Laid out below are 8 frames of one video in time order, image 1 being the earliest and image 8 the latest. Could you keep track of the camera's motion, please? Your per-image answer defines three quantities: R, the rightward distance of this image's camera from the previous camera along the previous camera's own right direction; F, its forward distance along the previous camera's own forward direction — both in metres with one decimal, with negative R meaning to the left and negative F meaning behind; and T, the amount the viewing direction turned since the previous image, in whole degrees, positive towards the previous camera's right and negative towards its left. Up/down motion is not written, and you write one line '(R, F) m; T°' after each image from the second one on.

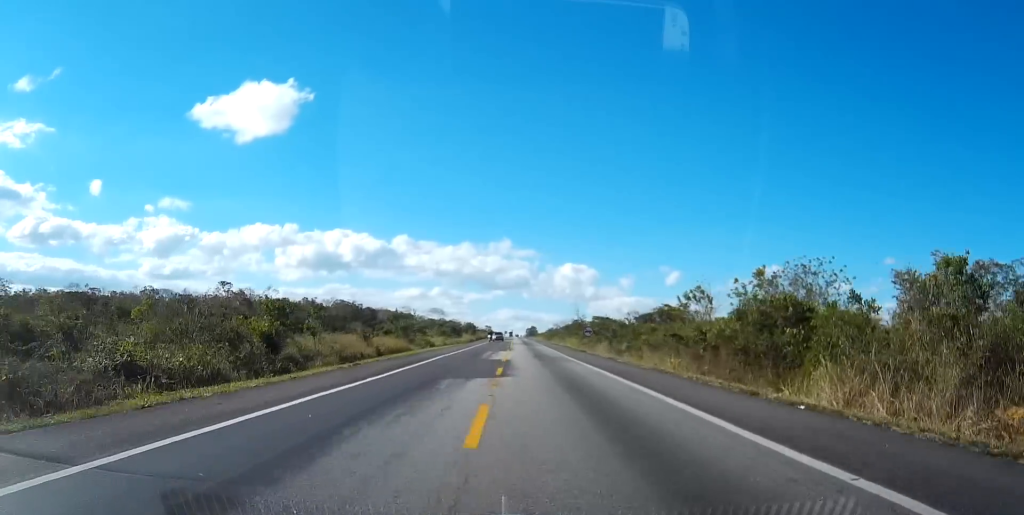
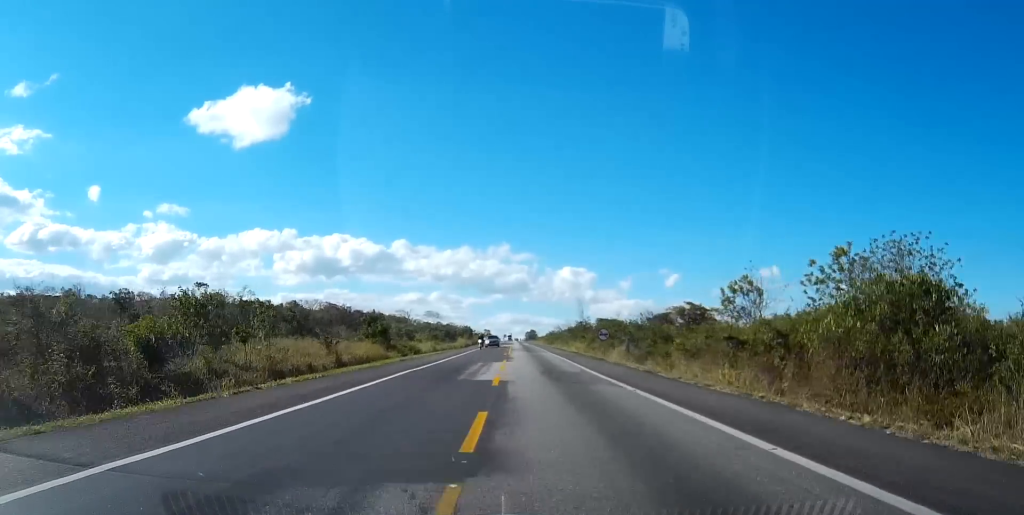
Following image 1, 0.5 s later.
(0.0, +13.4) m; 0°
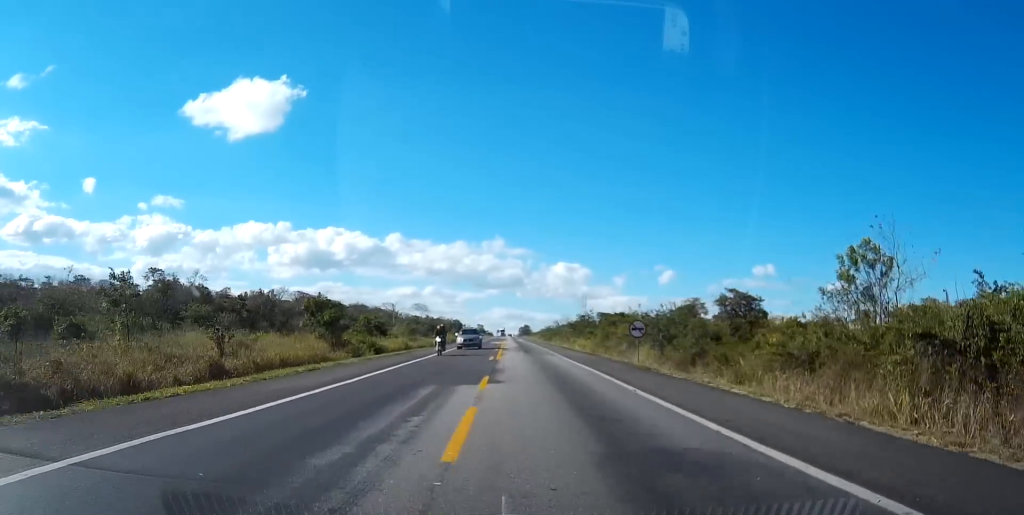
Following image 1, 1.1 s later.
(0.0, +19.3) m; 0°
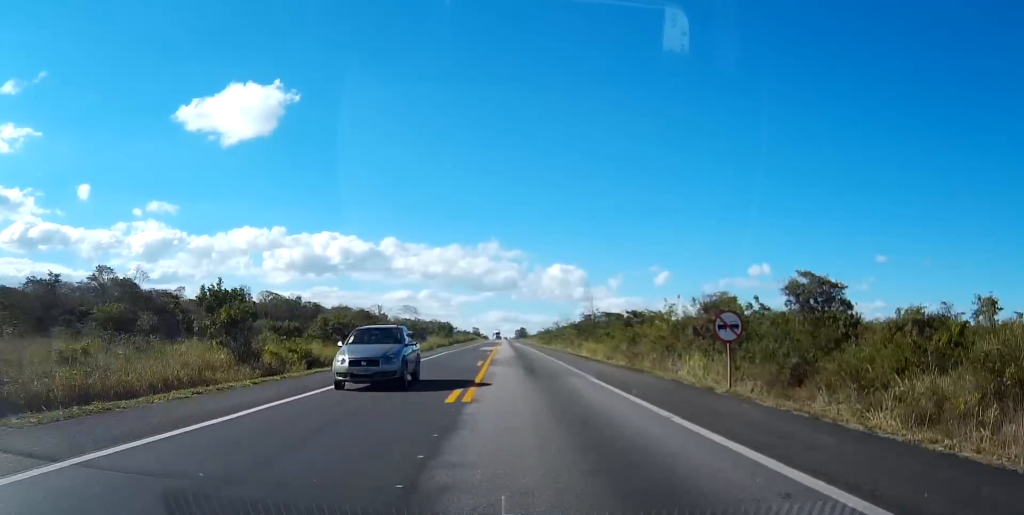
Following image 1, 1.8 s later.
(0.0, +18.8) m; 0°
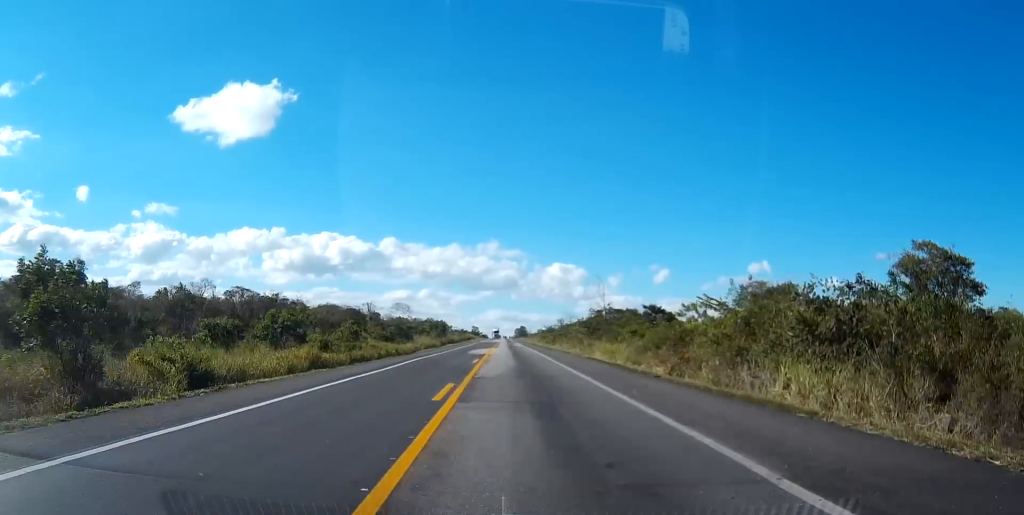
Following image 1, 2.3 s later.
(0.0, +15.9) m; 0°
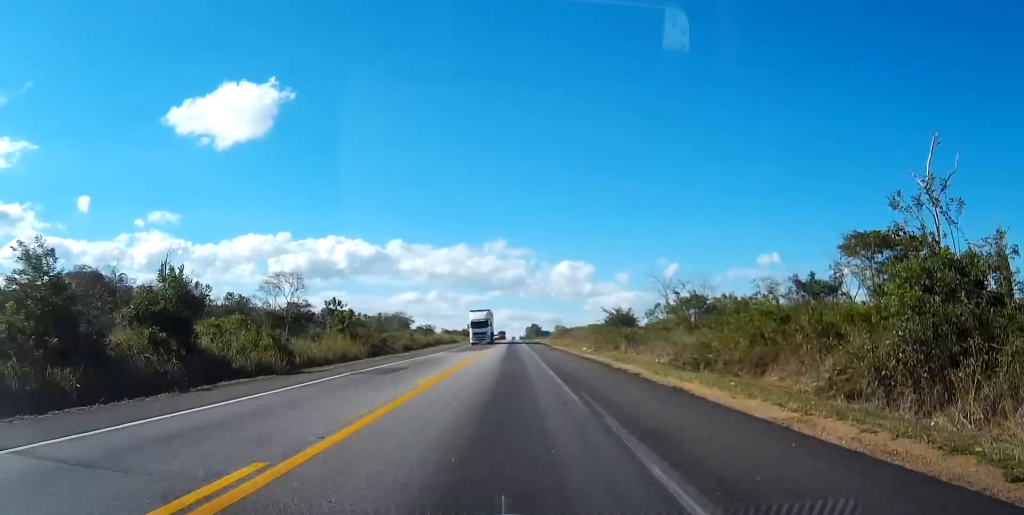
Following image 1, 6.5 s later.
(0.0, +131.2) m; 0°
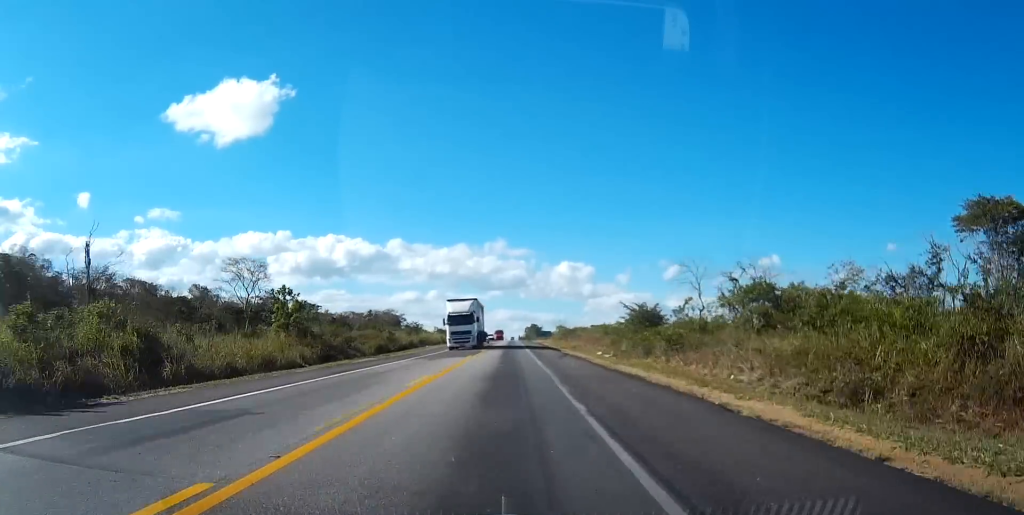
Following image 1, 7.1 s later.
(0.0, +17.0) m; 0°
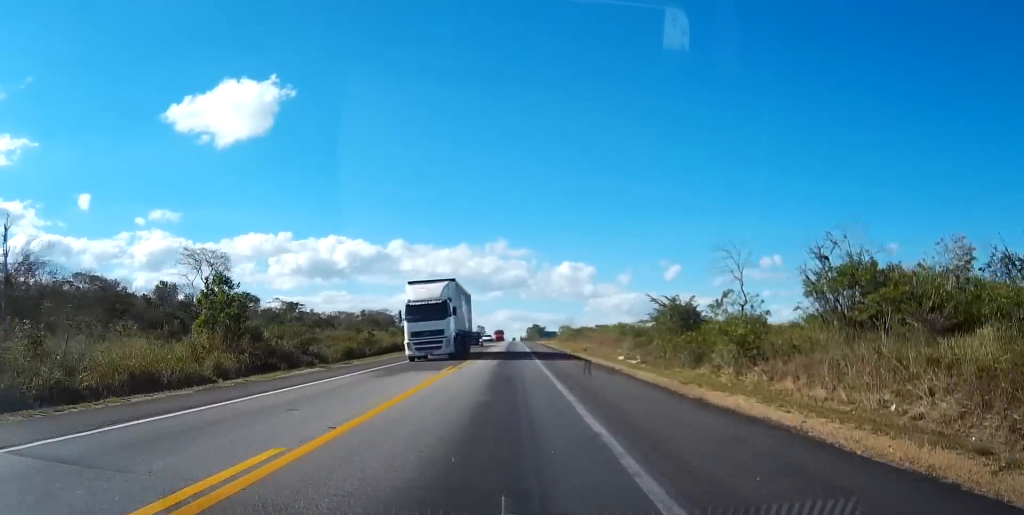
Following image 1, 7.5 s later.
(0.0, +14.0) m; 0°
